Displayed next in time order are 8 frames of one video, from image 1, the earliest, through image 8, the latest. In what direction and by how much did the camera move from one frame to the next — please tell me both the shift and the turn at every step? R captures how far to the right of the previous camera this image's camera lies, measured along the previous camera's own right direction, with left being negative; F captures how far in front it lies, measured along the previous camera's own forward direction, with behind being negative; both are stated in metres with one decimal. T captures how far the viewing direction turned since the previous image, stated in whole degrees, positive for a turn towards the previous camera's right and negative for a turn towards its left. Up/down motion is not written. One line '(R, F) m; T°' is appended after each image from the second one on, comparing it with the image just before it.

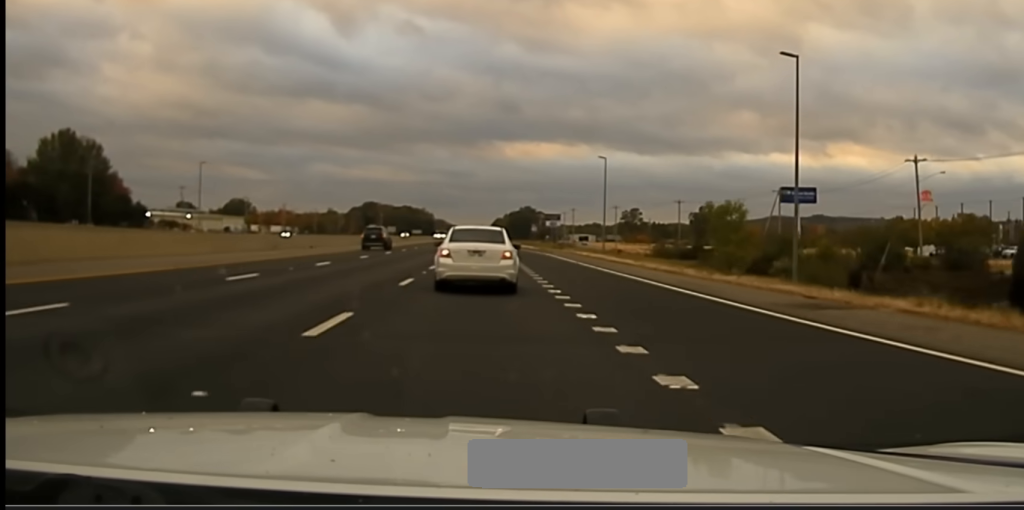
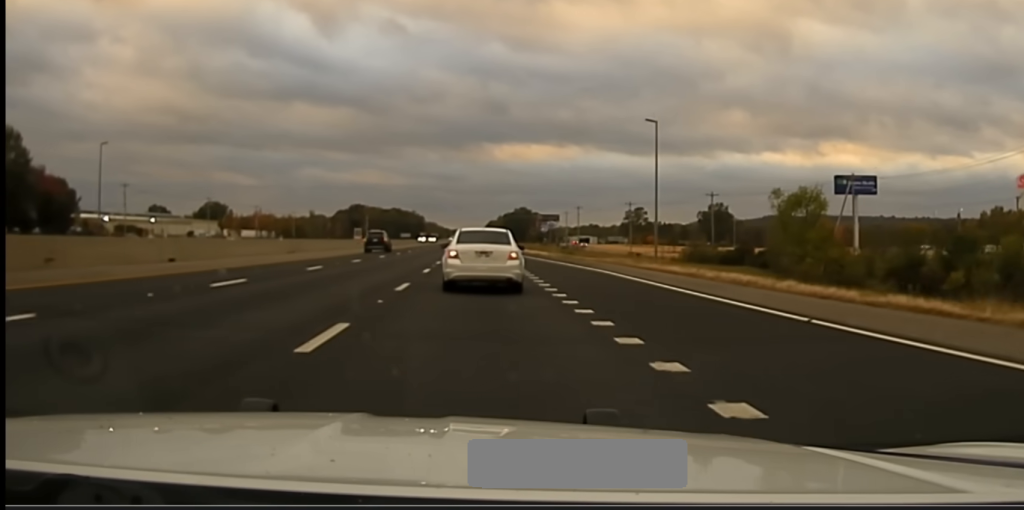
(+0.3, +38.4) m; +1°
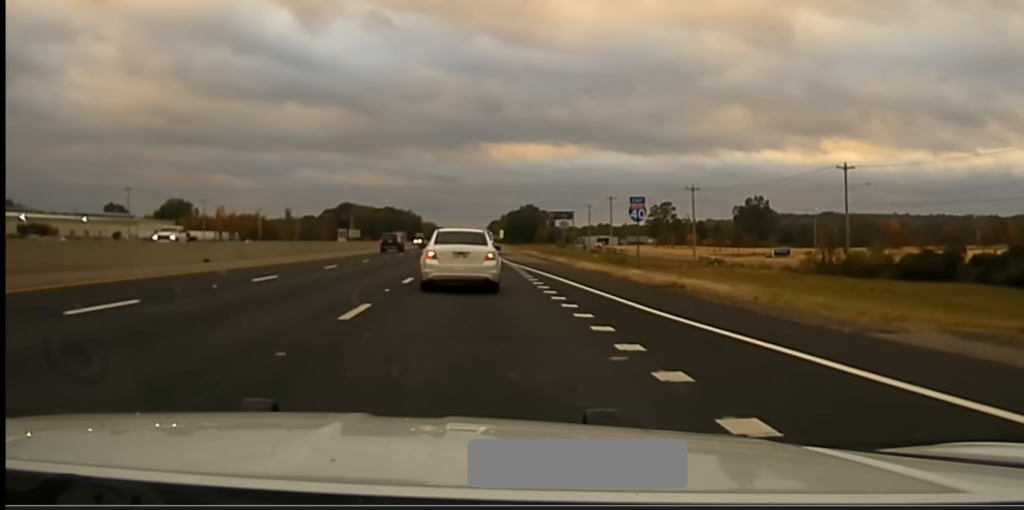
(-1.0, +75.9) m; -1°
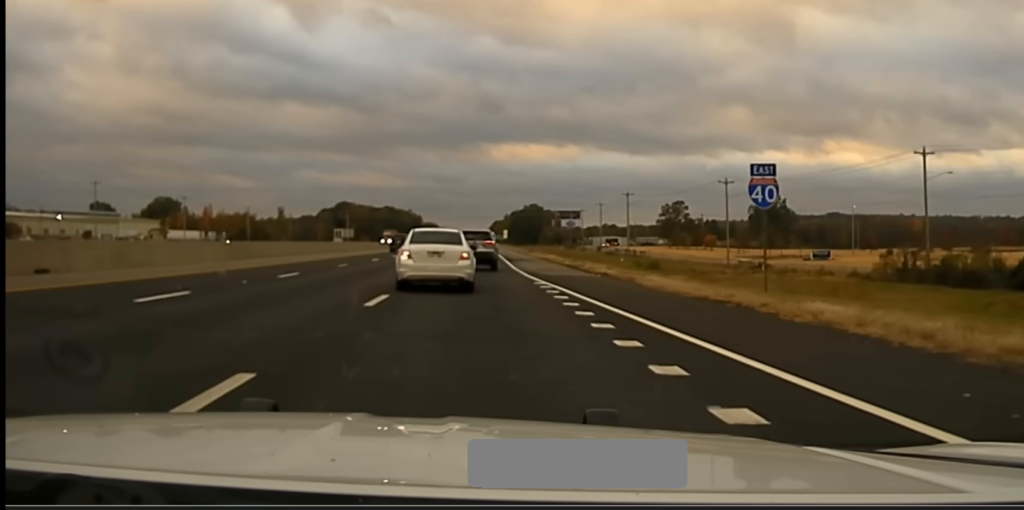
(+0.1, +22.7) m; 0°
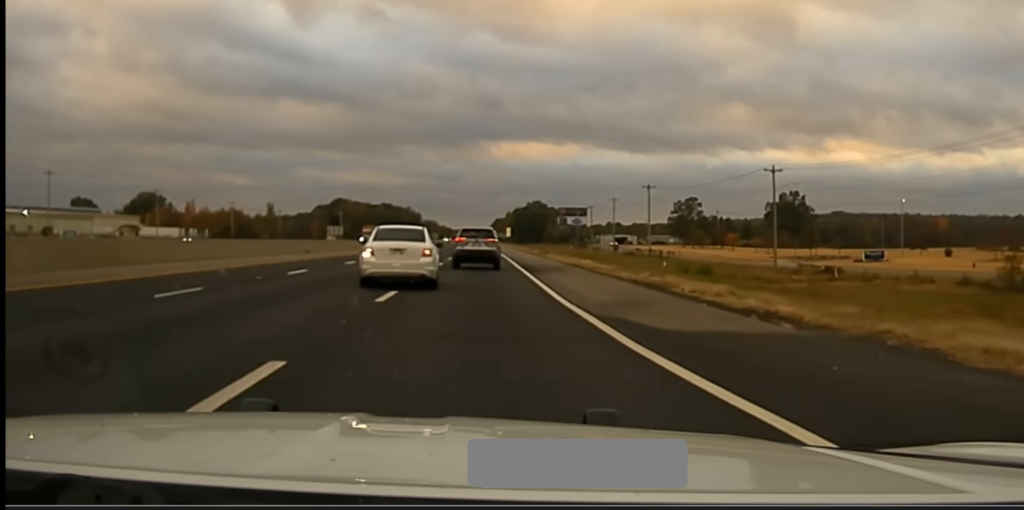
(0.0, +23.2) m; 0°
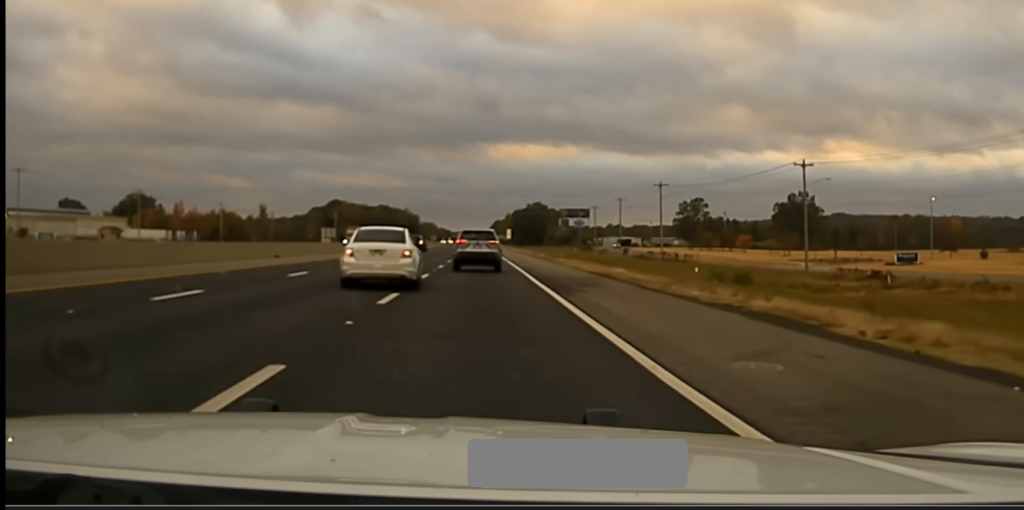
(+0.1, +12.1) m; 0°
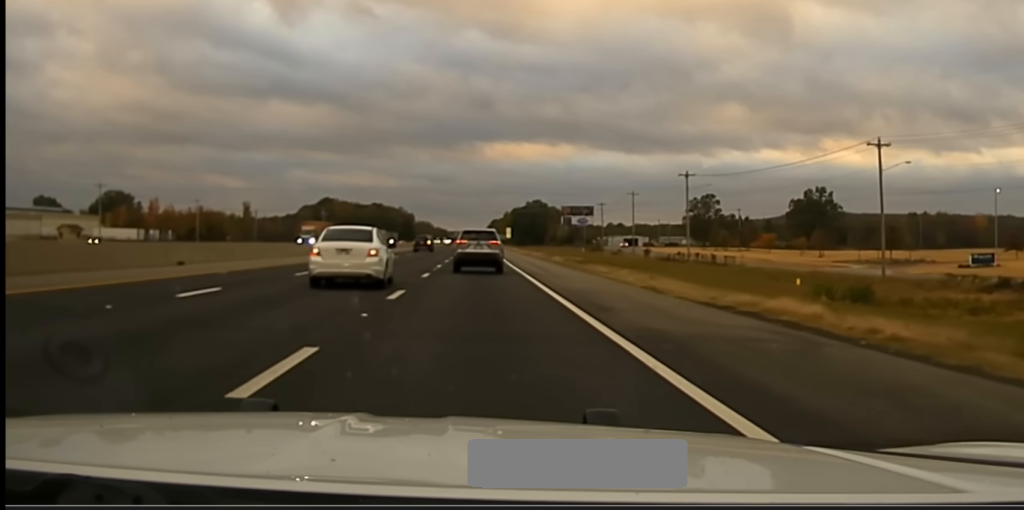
(-0.1, +21.4) m; 0°
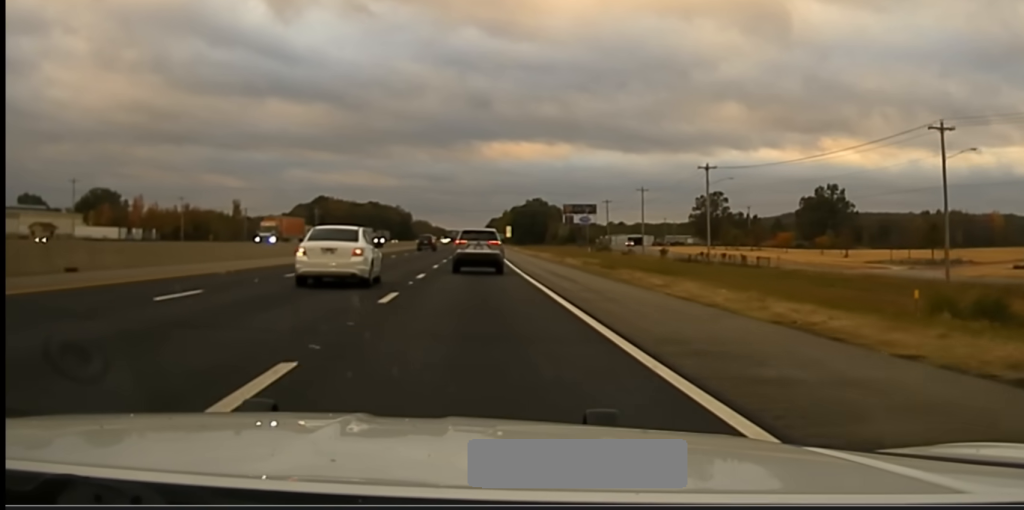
(-0.2, +12.9) m; 0°
